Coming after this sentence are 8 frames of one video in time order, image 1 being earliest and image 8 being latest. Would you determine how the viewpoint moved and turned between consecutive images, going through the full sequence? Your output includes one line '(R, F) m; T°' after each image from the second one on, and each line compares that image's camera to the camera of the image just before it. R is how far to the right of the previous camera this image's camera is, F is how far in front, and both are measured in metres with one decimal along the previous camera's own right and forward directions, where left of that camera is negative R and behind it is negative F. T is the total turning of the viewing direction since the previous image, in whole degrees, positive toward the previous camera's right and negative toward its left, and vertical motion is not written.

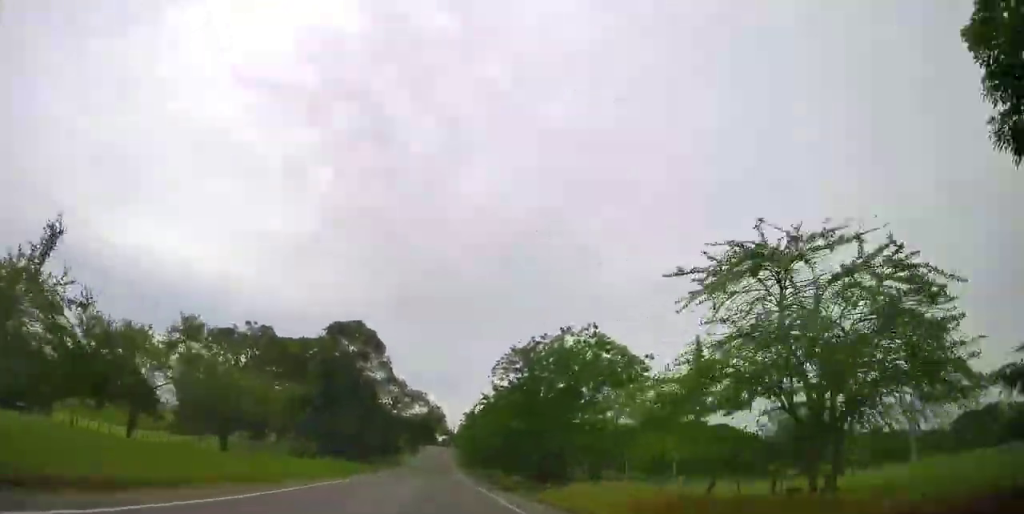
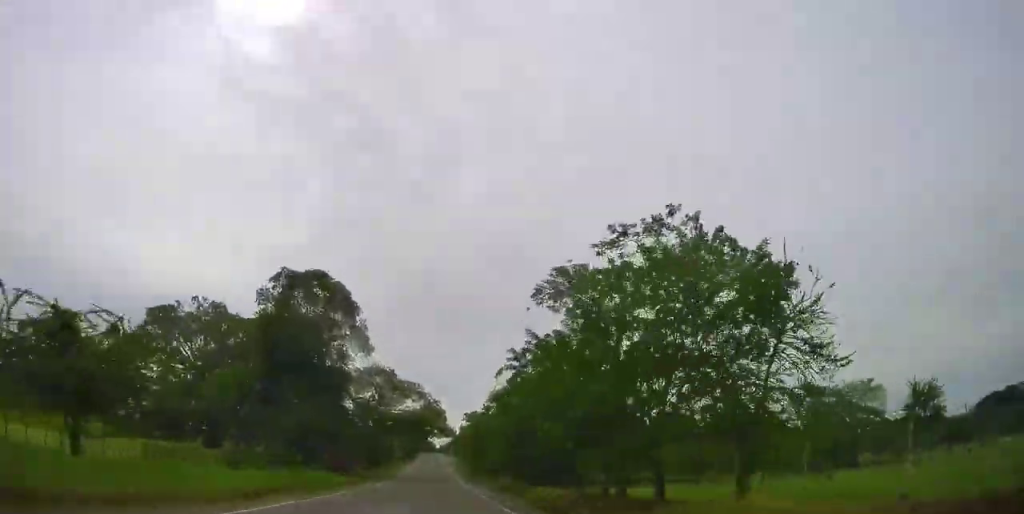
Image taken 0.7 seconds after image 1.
(-0.9, +15.8) m; -2°
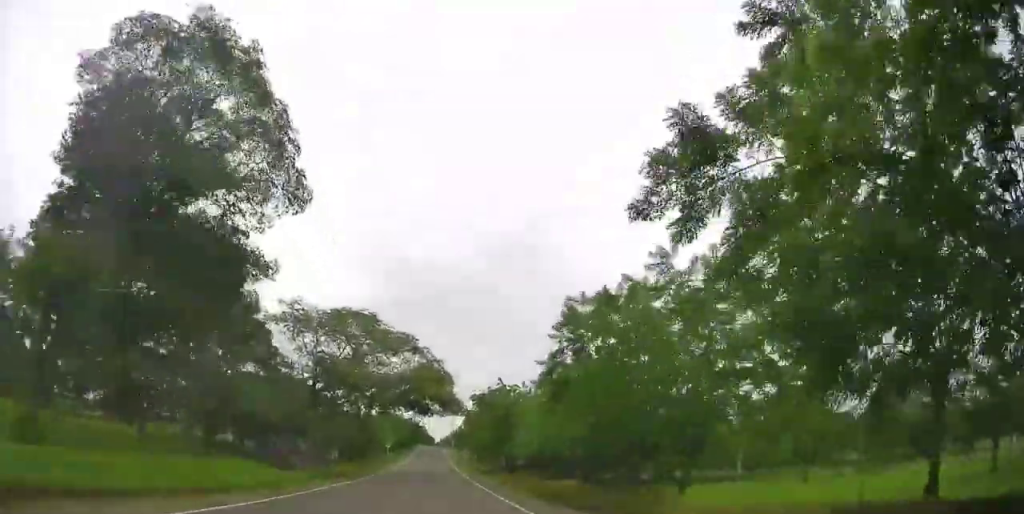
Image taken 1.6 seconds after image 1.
(0.0, +20.7) m; 0°
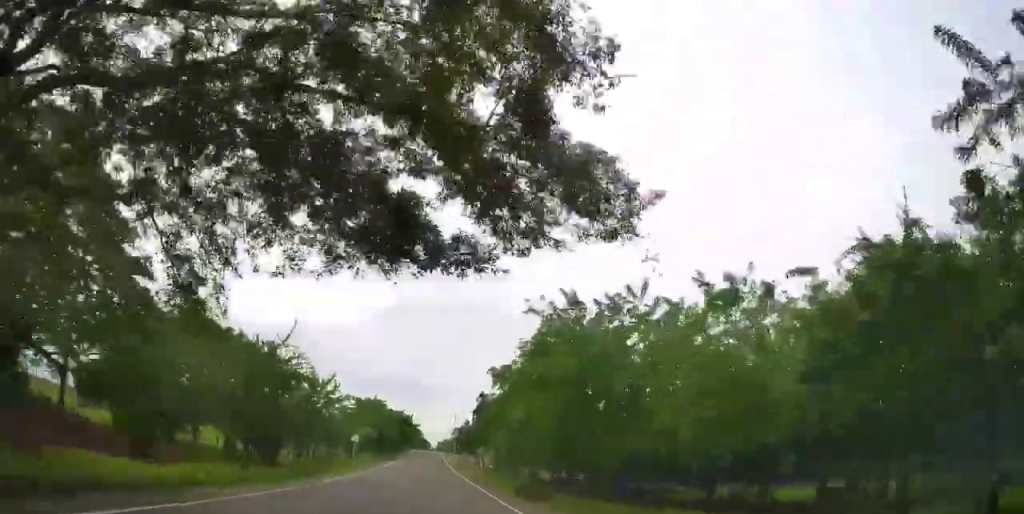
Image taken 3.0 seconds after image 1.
(+0.1, +34.3) m; 0°
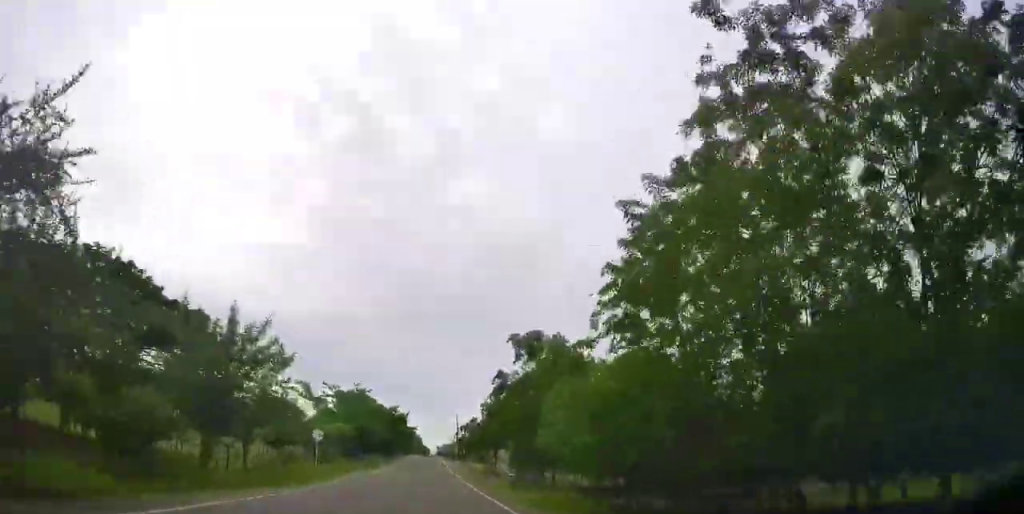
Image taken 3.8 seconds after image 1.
(0.0, +18.5) m; 0°
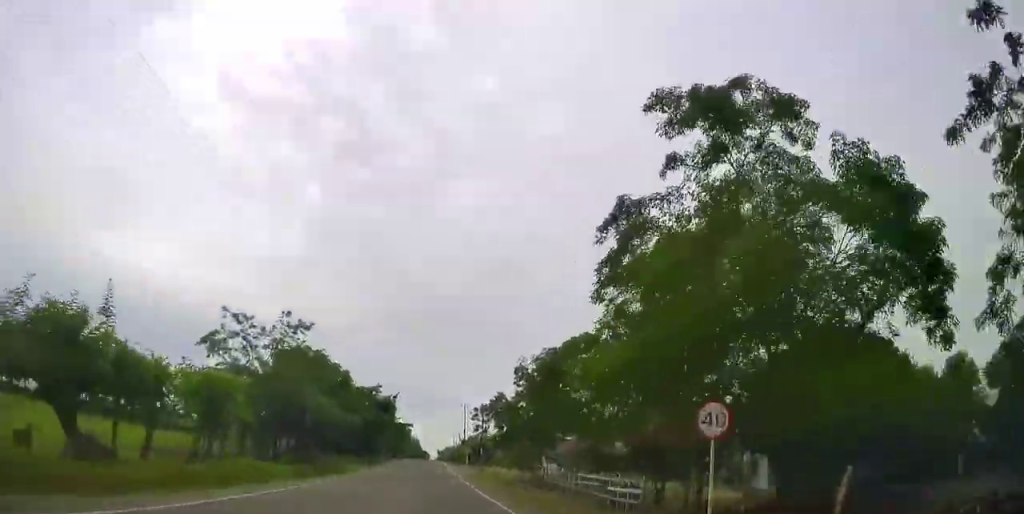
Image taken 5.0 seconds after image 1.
(+0.1, +31.2) m; 0°
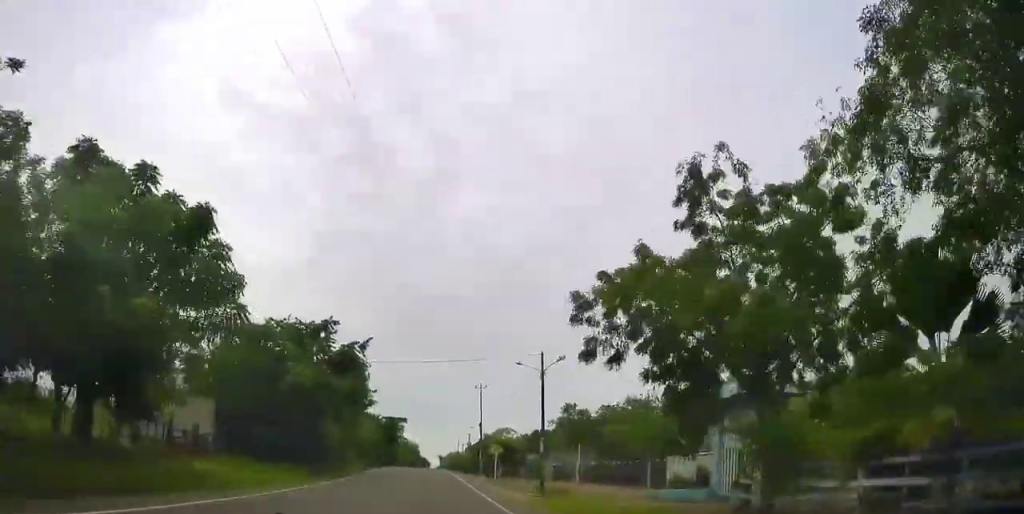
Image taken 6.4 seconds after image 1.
(-0.2, +32.1) m; 0°
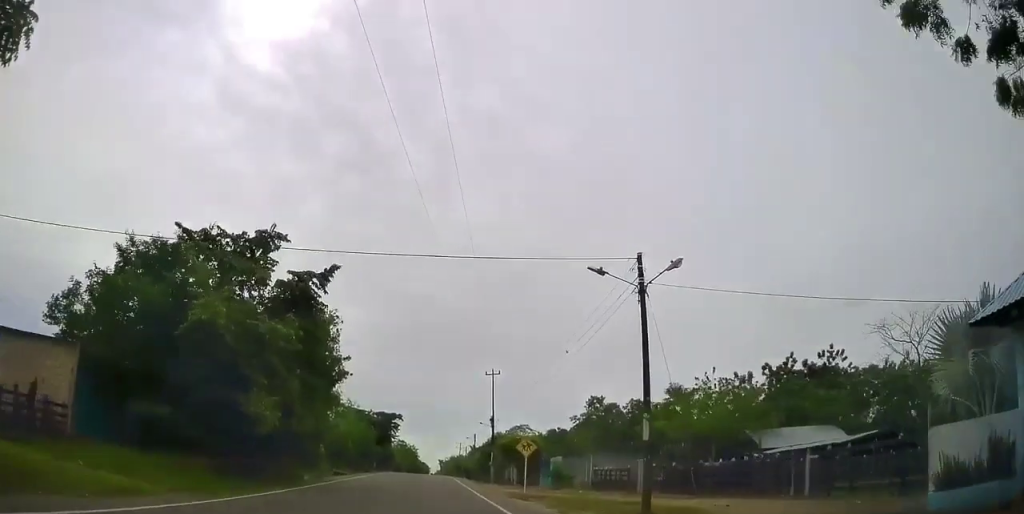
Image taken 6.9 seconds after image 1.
(-0.1, +13.5) m; 0°
